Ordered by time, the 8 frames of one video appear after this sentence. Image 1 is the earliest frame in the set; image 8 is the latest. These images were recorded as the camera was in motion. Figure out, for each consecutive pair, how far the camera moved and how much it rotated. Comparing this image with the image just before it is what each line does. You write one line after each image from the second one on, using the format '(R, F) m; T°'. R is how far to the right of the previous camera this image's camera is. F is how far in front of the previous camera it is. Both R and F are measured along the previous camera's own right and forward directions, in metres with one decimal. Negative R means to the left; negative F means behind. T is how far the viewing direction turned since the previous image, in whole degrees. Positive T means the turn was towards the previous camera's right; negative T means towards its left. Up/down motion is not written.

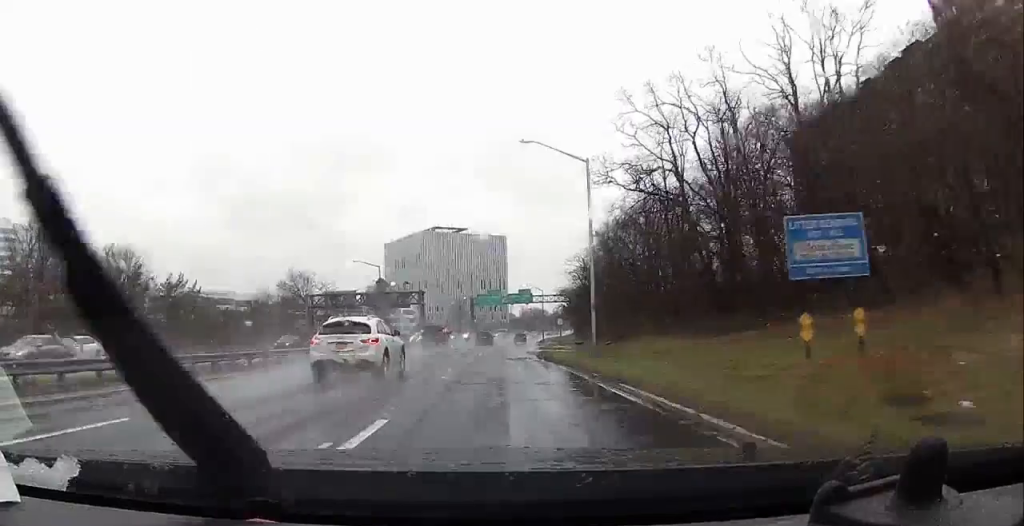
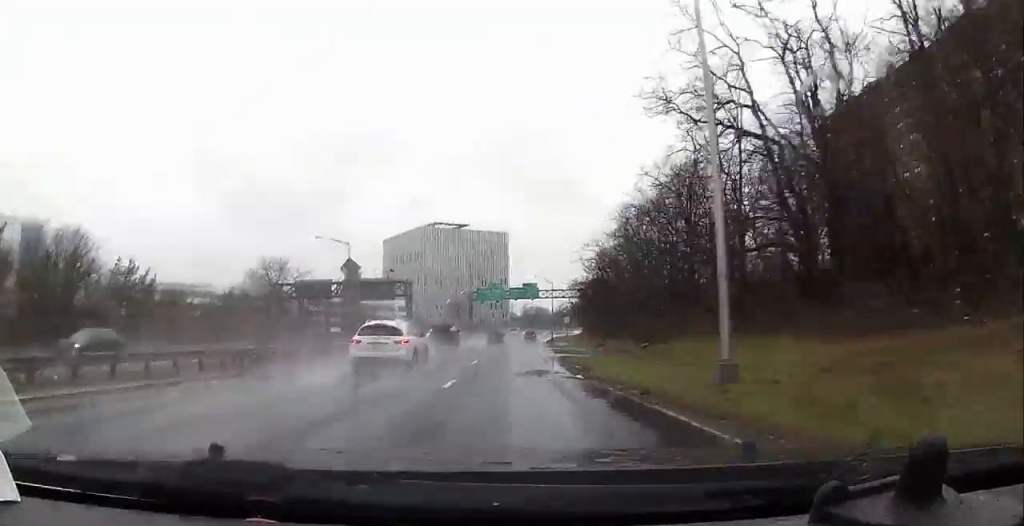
(0.0, +14.9) m; 0°
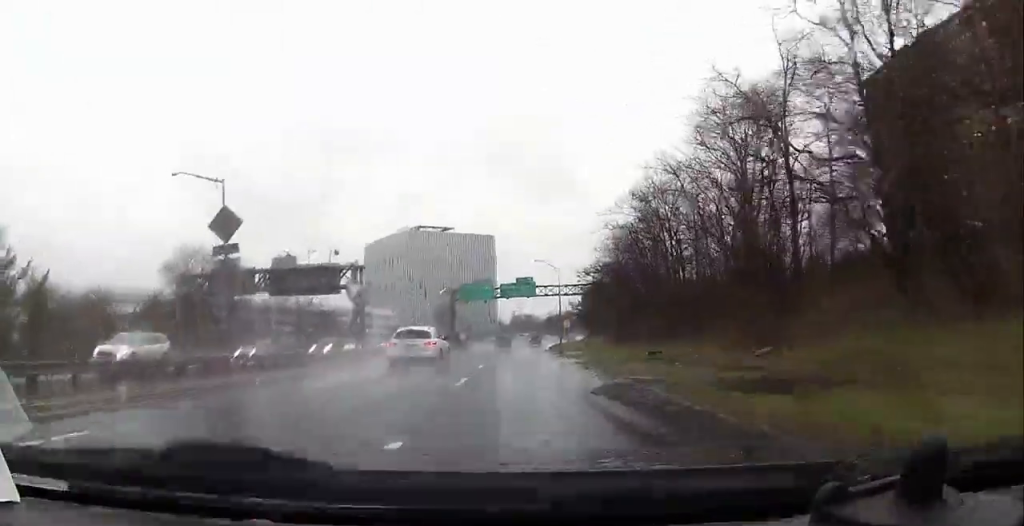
(0.0, +22.9) m; +2°
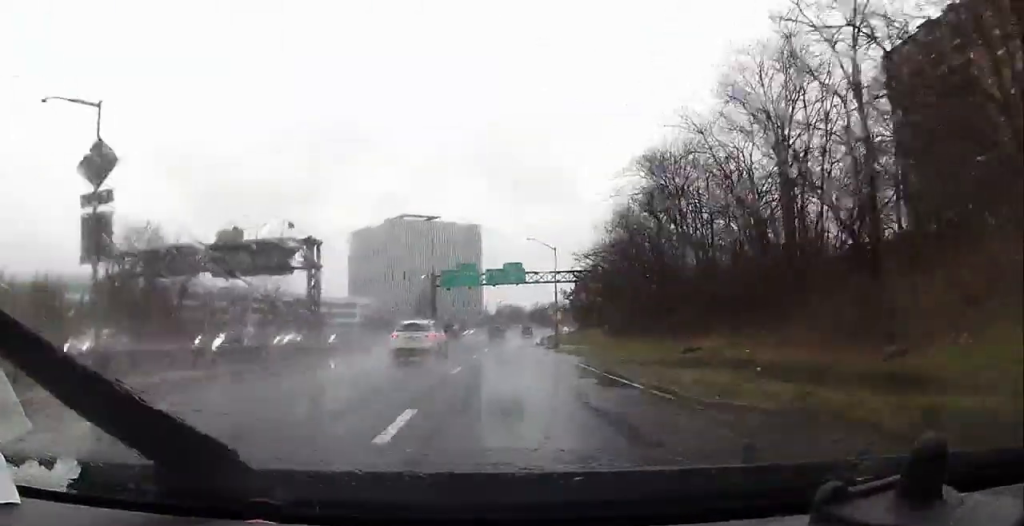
(+0.1, +9.6) m; +2°
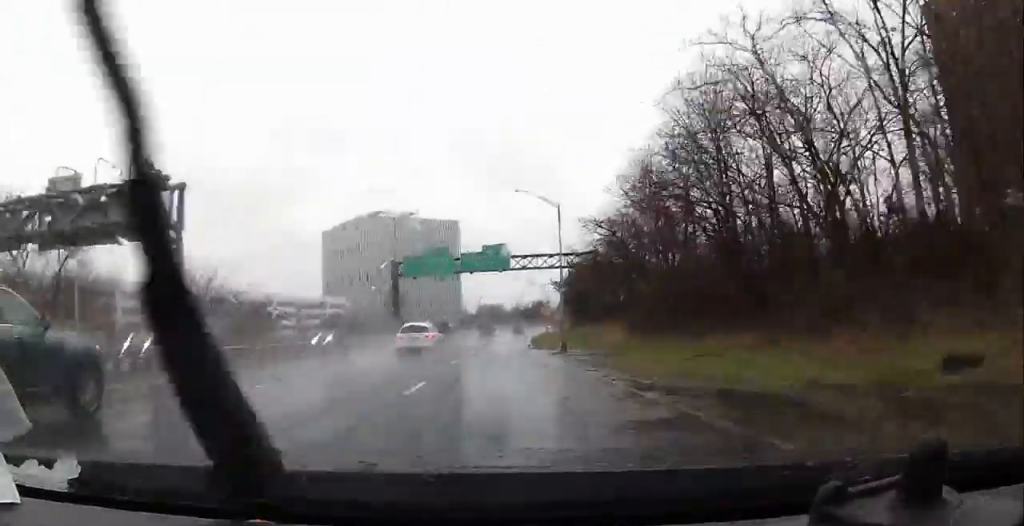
(+0.8, +18.4) m; +3°
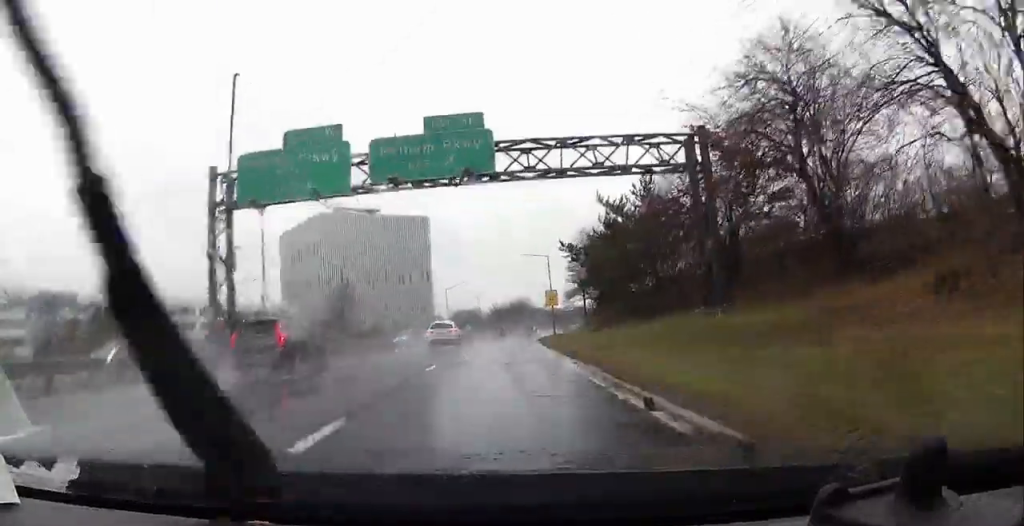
(+0.5, +43.6) m; +1°
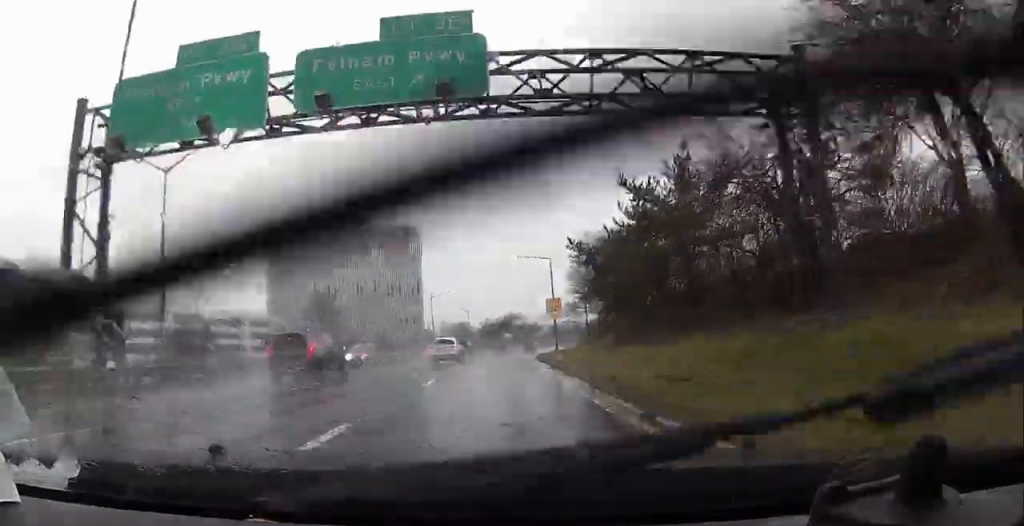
(0.0, +10.8) m; 0°
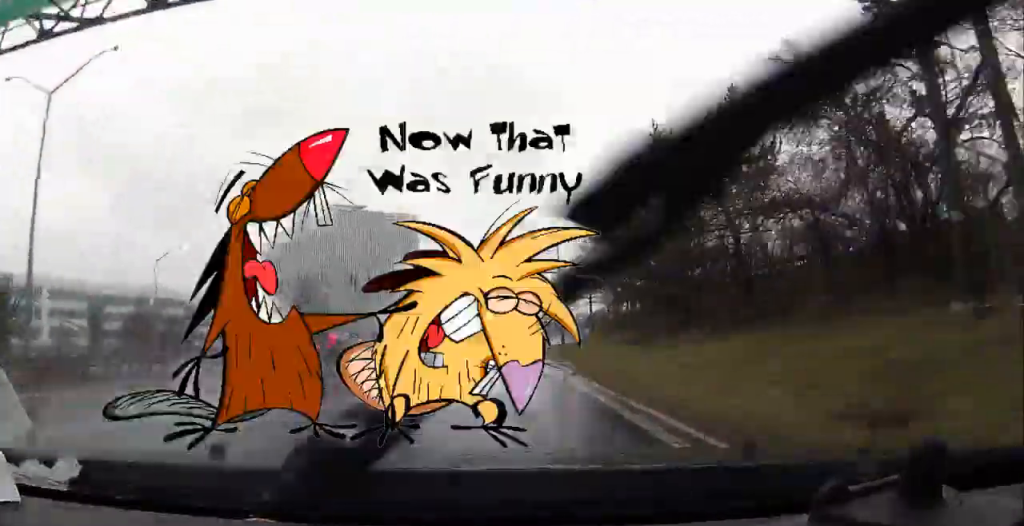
(0.0, +8.1) m; 0°
